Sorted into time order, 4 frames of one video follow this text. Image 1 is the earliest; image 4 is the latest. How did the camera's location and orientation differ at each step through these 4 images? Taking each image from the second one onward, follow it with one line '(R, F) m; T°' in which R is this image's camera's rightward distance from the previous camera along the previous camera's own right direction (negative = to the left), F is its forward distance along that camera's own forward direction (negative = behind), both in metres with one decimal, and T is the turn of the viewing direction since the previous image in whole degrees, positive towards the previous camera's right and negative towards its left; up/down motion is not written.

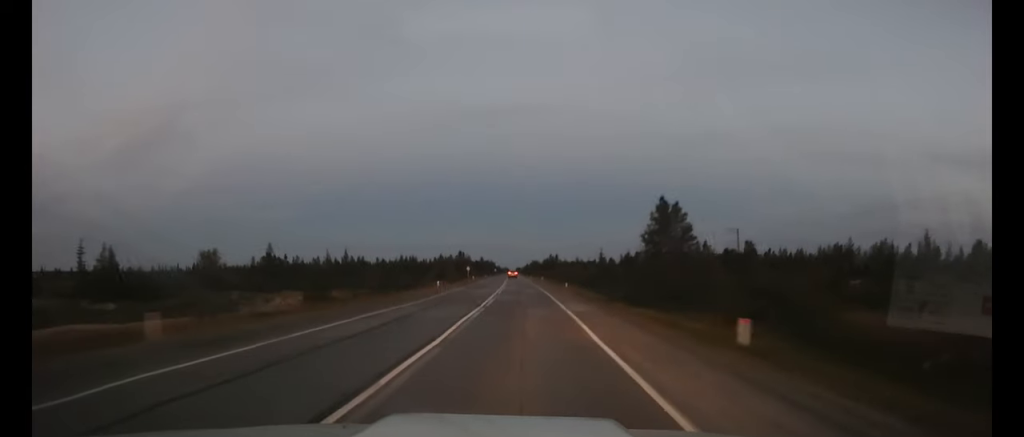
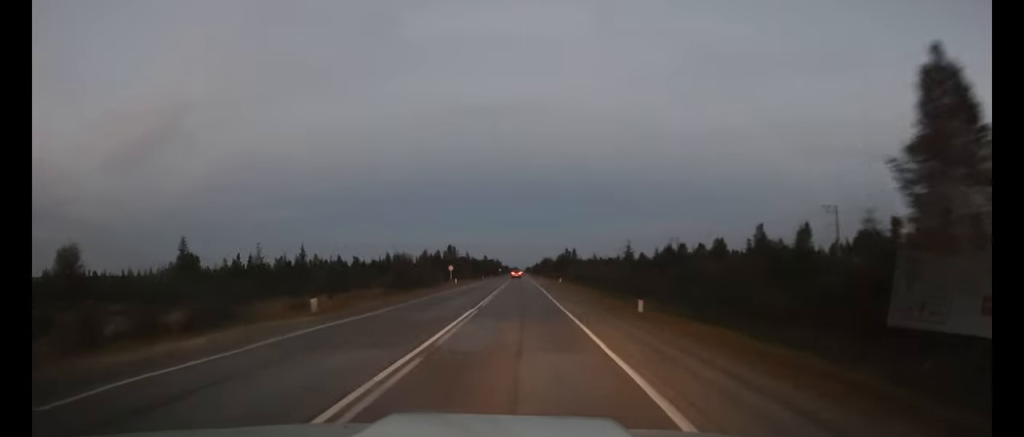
(-0.3, +37.1) m; -1°
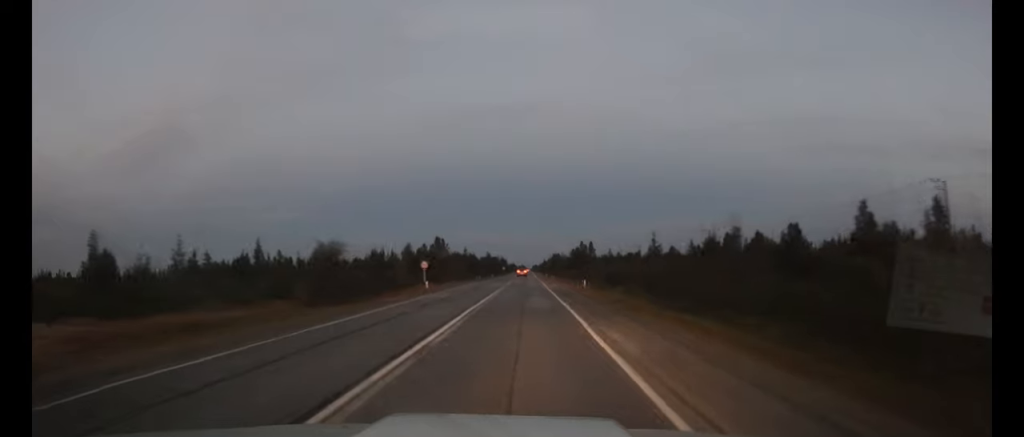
(-0.1, +24.5) m; -1°
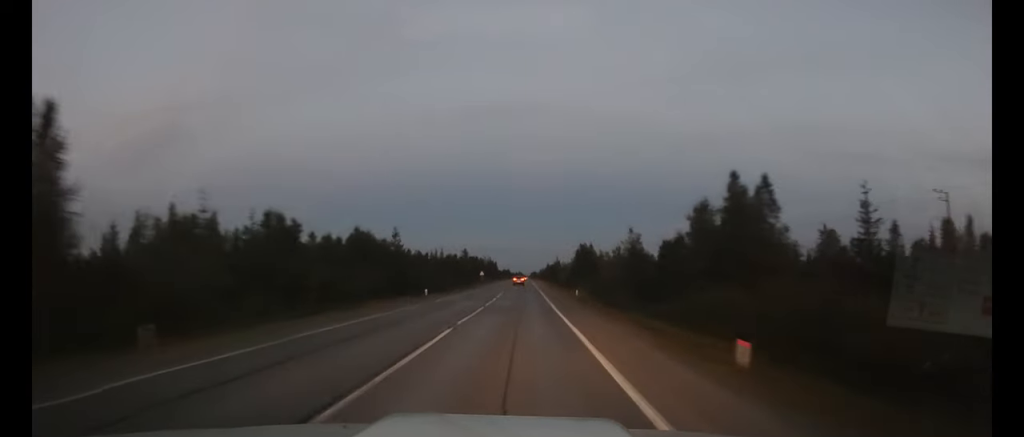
(-1.1, +87.9) m; -1°
